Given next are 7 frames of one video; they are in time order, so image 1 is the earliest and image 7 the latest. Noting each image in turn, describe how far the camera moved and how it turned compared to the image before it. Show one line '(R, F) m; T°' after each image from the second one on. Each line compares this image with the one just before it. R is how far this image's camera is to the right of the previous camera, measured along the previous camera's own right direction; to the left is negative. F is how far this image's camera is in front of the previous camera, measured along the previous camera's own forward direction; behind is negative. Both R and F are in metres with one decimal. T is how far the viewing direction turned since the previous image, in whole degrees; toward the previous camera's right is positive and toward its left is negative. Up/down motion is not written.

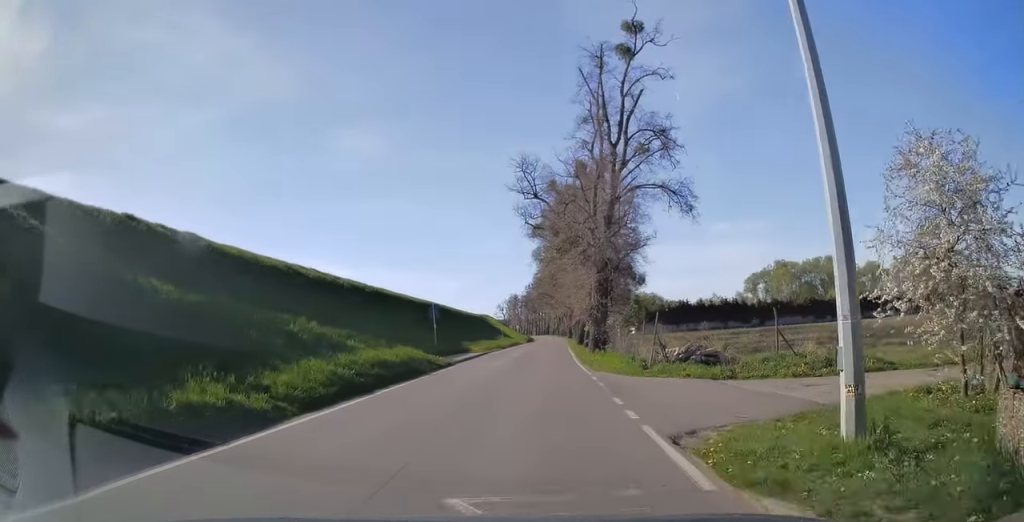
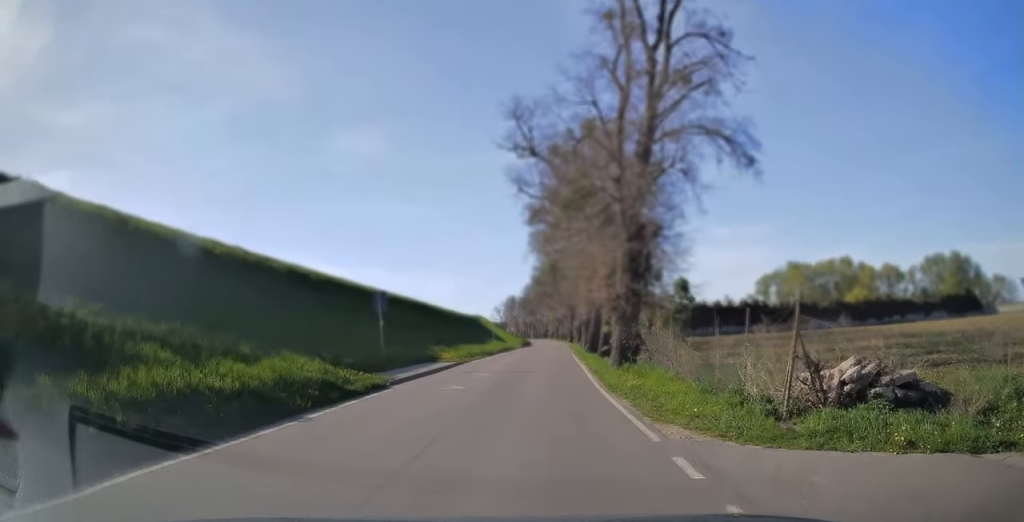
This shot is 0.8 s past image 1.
(+0.1, +11.4) m; 0°
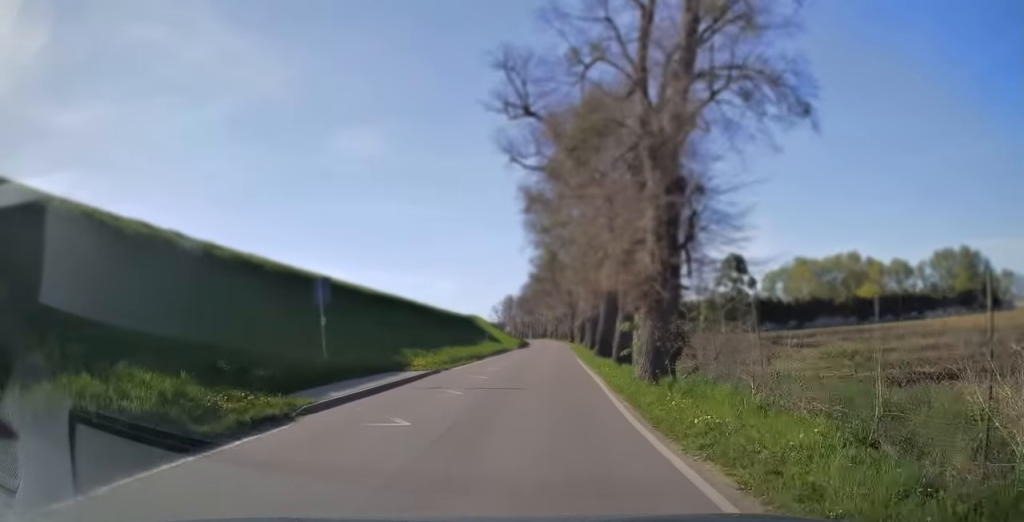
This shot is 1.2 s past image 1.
(+0.1, +6.3) m; 0°
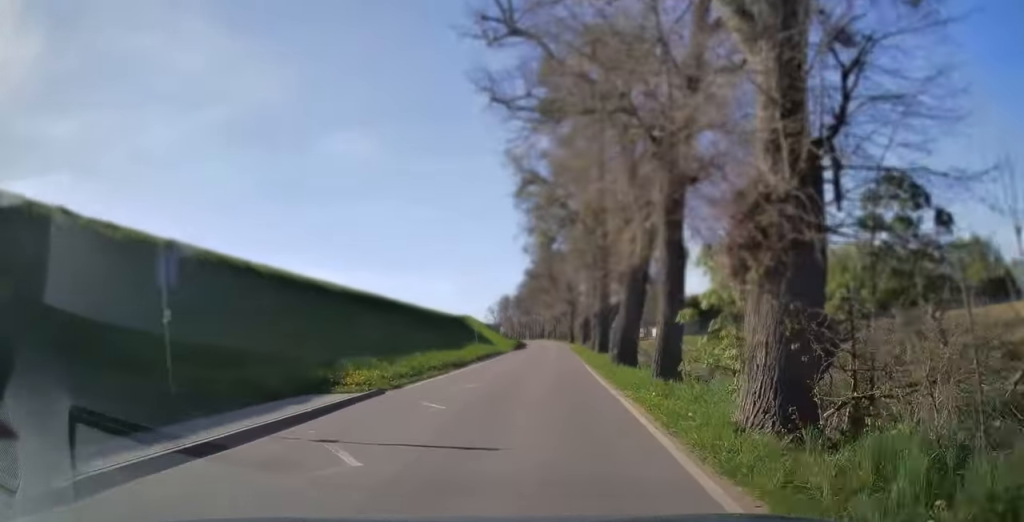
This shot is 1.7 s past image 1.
(0.0, +7.9) m; 0°
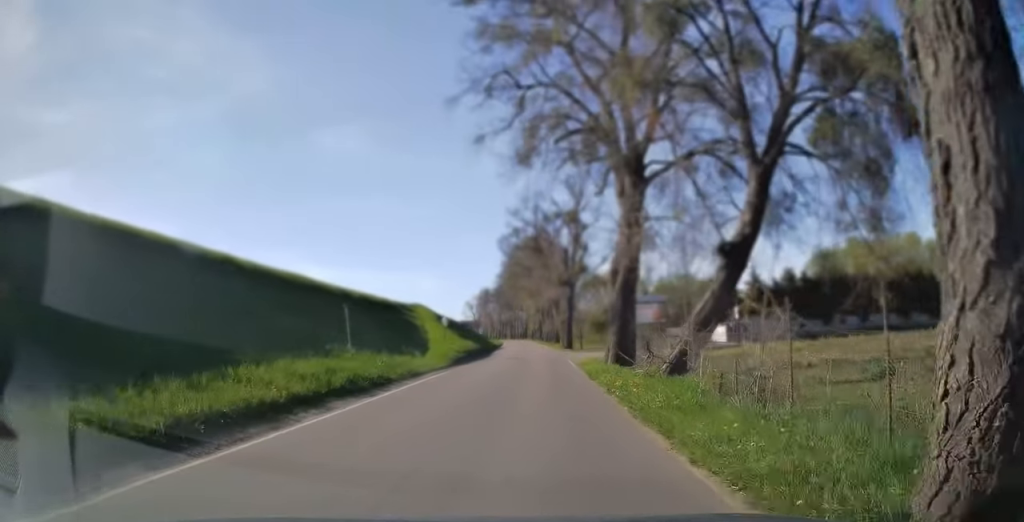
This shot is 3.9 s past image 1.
(+0.3, +33.5) m; +1°
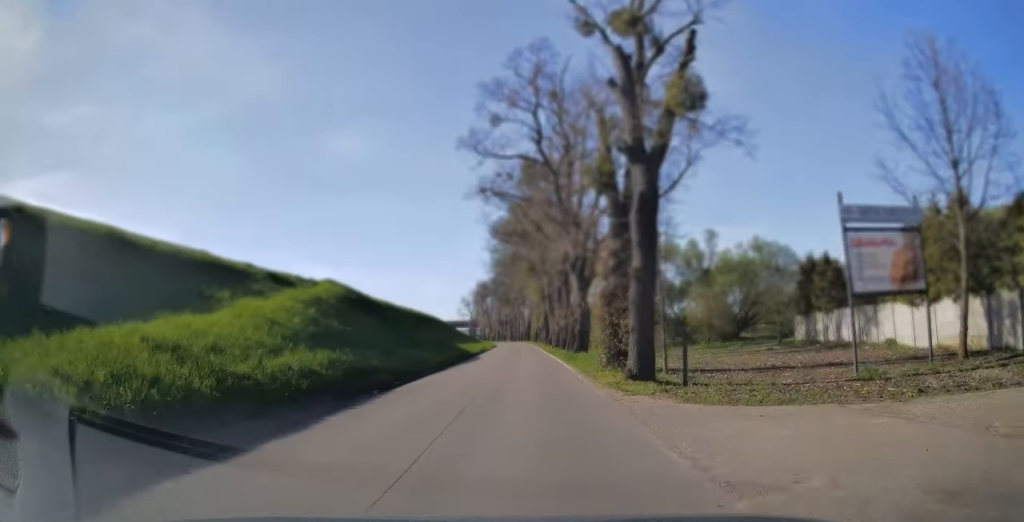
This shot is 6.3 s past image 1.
(-0.4, +36.1) m; -1°
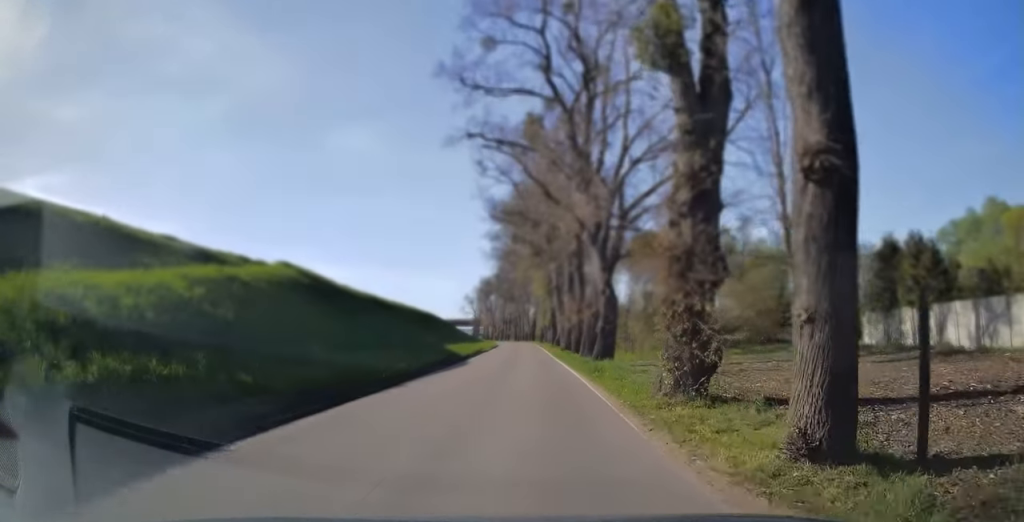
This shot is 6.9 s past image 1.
(-0.1, +9.5) m; -1°
